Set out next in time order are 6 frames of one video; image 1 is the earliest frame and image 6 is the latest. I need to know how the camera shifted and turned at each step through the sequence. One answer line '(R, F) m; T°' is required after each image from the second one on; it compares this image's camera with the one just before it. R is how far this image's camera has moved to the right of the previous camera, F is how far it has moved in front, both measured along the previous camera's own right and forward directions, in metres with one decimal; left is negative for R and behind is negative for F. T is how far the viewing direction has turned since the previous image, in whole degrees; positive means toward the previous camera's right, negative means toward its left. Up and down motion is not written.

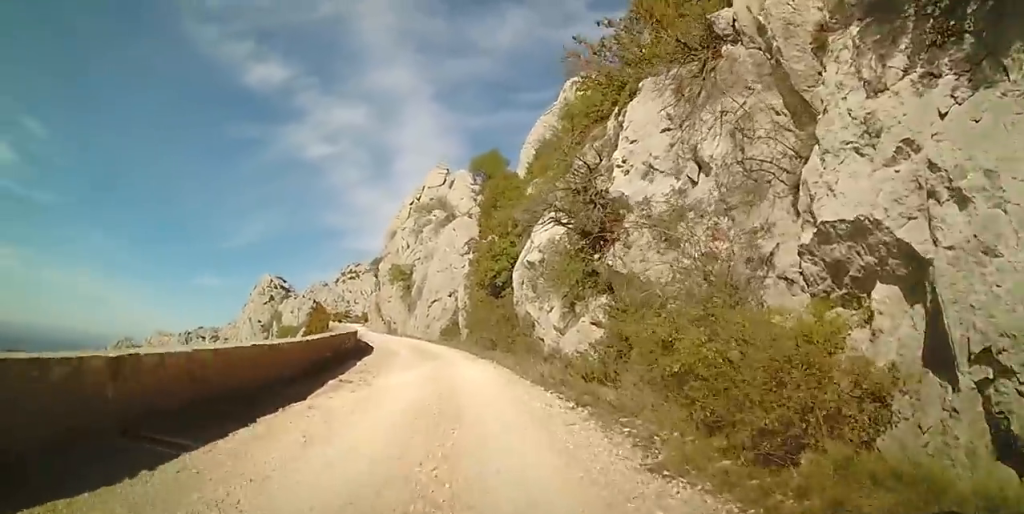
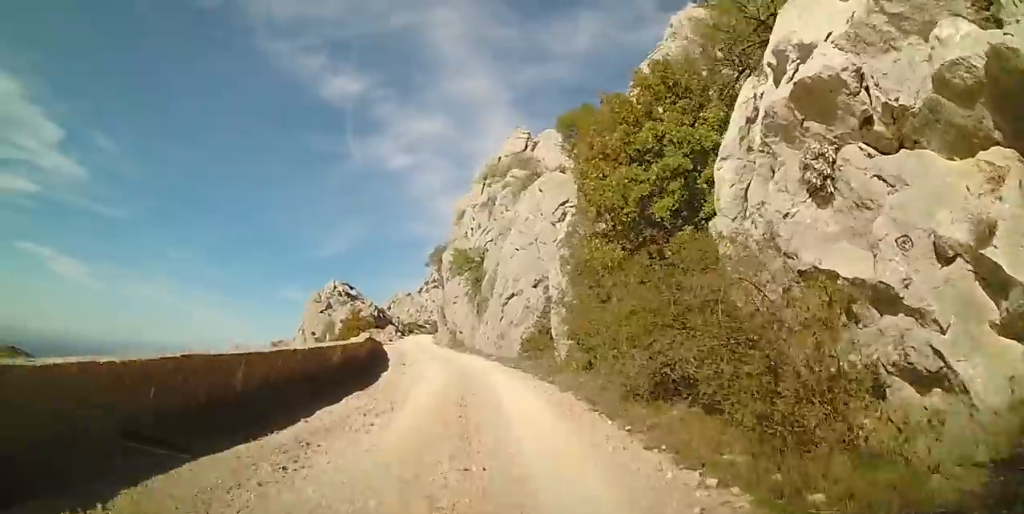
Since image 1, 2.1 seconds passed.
(-2.3, +14.6) m; -15°
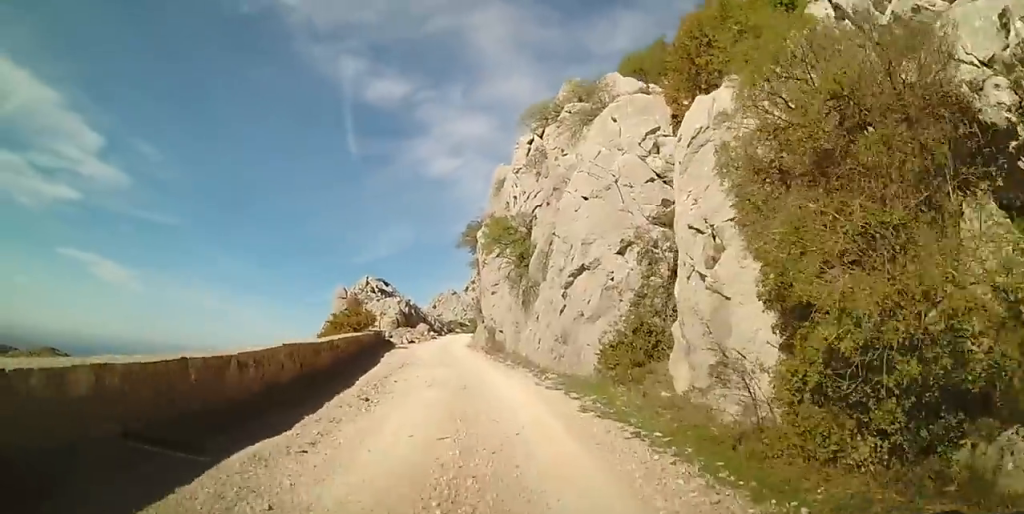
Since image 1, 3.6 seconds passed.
(-0.6, +11.6) m; -5°
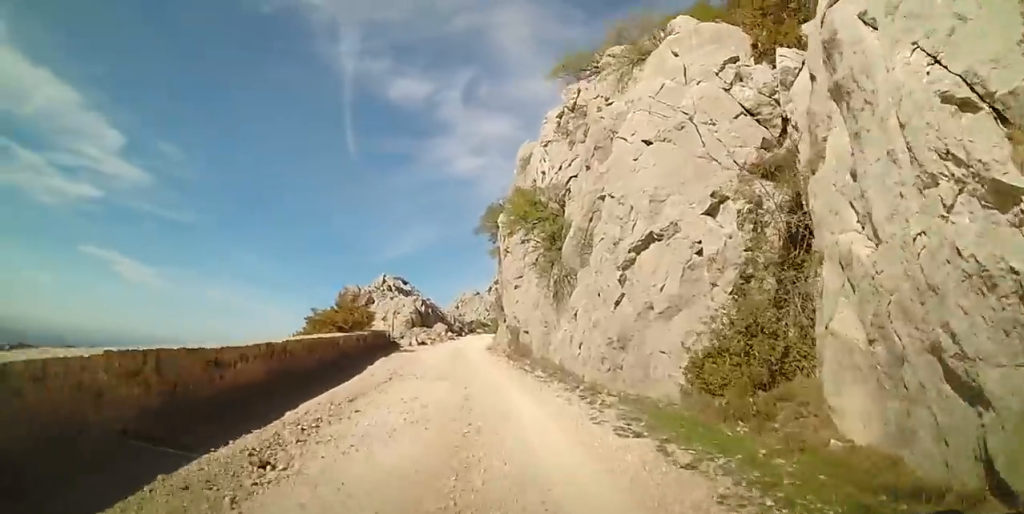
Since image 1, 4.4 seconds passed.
(+0.1, +5.7) m; 0°
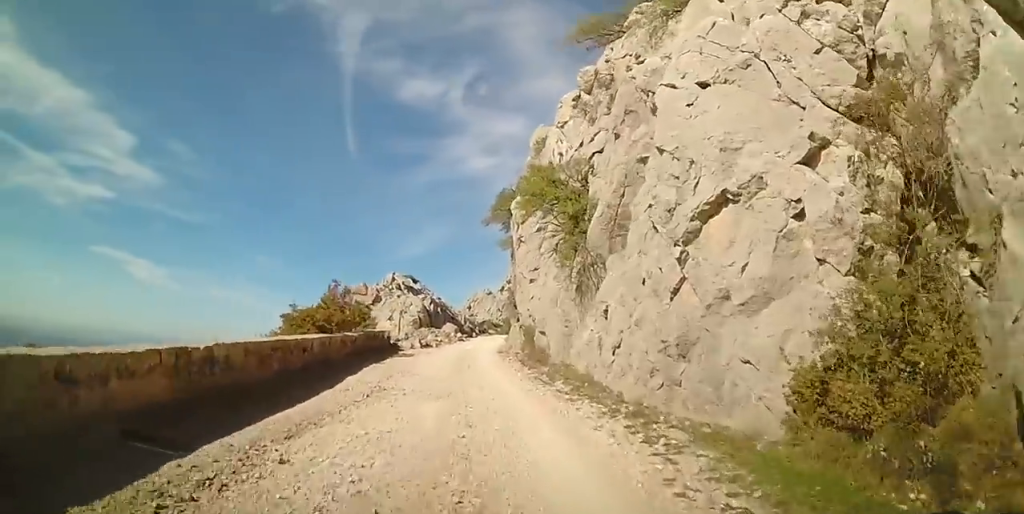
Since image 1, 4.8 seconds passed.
(+0.2, +3.4) m; 0°
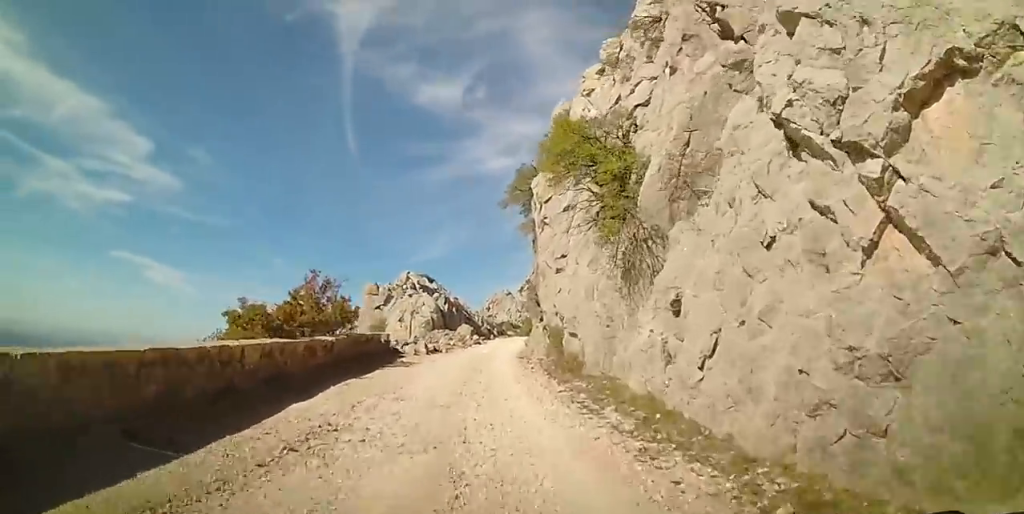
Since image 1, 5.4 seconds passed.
(-0.2, +4.5) m; -1°
